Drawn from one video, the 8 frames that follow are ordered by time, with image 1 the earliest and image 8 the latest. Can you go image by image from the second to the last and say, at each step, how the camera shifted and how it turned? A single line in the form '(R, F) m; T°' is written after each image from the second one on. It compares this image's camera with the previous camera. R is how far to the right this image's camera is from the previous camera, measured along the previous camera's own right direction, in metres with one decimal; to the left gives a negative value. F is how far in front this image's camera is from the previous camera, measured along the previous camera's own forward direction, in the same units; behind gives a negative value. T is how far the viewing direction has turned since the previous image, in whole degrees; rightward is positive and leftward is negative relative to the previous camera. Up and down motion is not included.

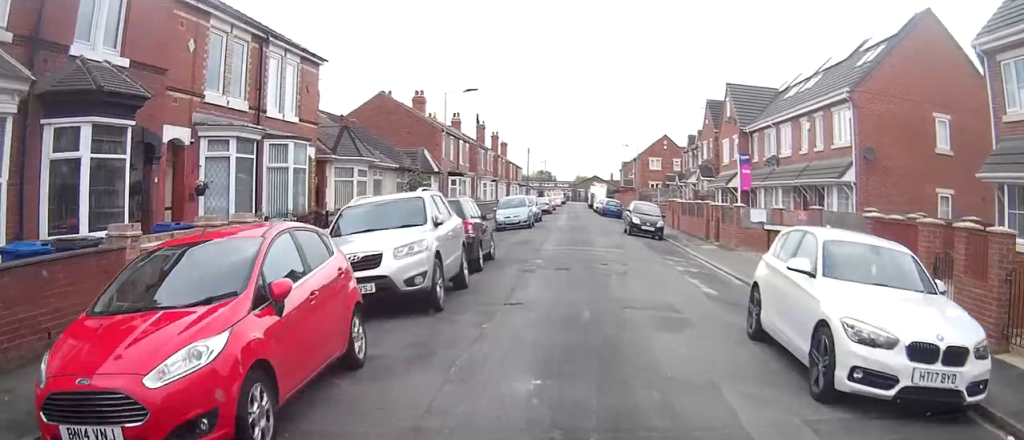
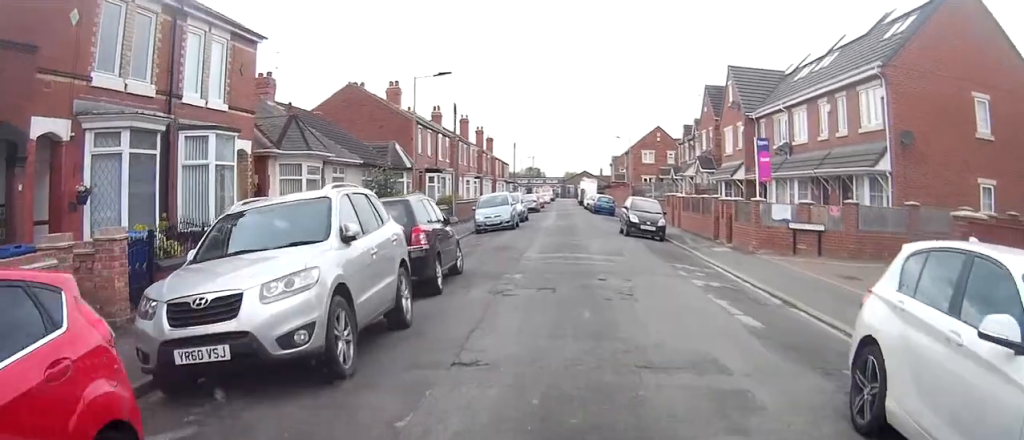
(-0.1, +4.0) m; 0°
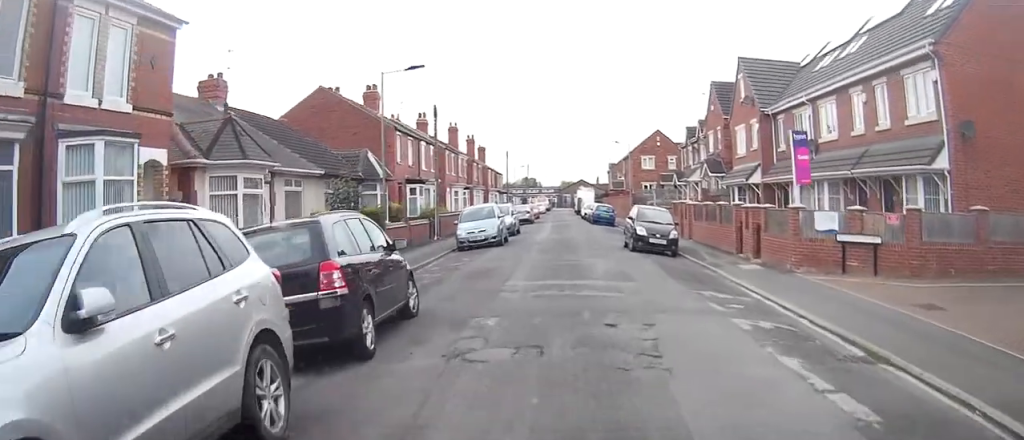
(-0.1, +4.2) m; 0°
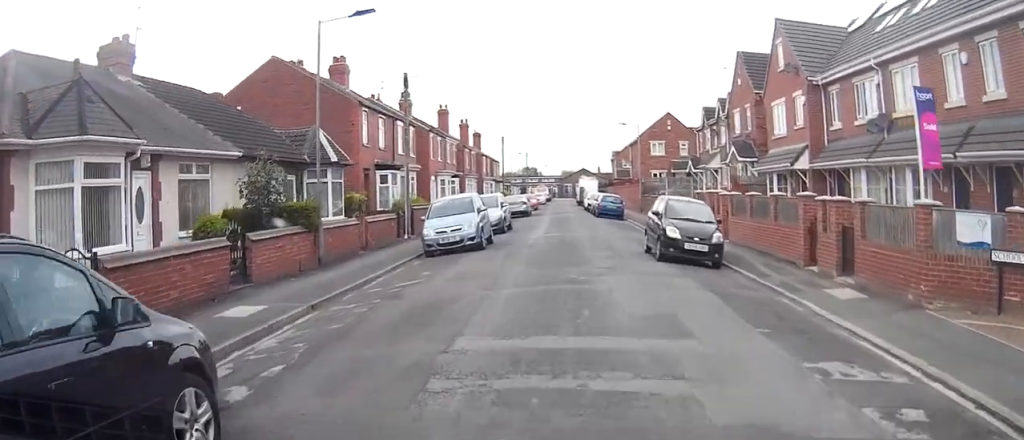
(+0.1, +6.6) m; +1°
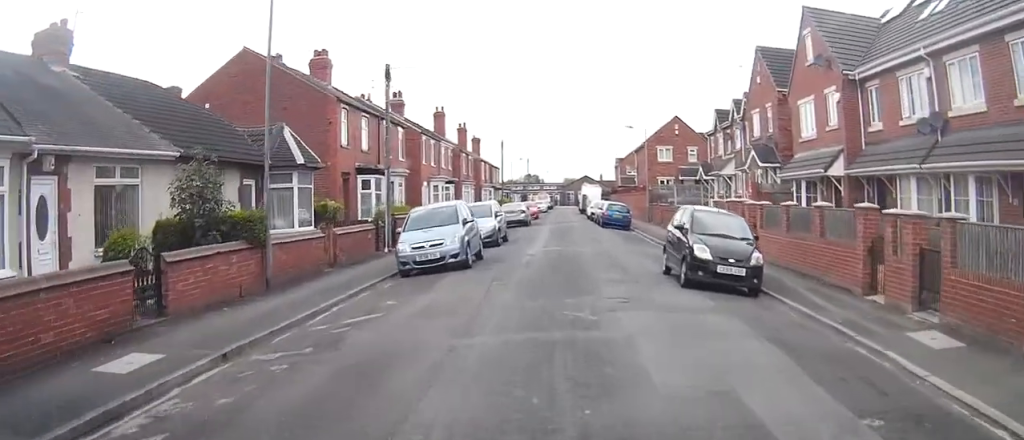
(0.0, +3.3) m; 0°
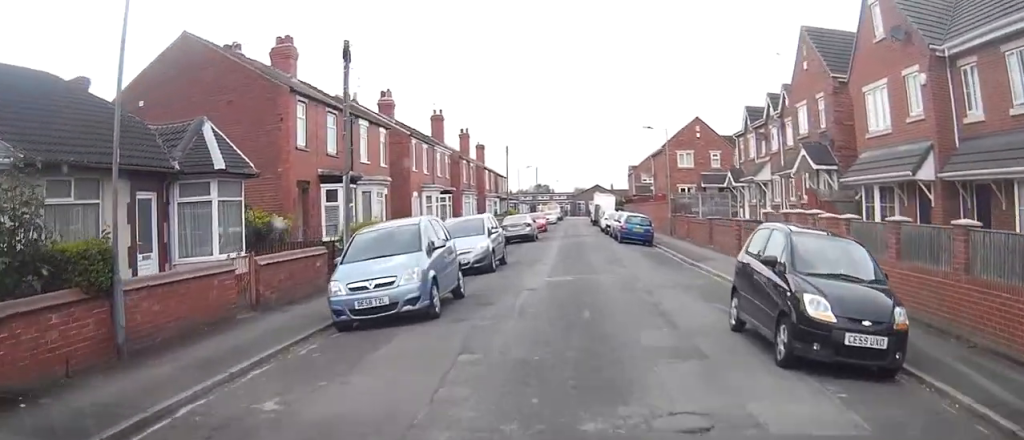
(0.0, +5.7) m; -1°
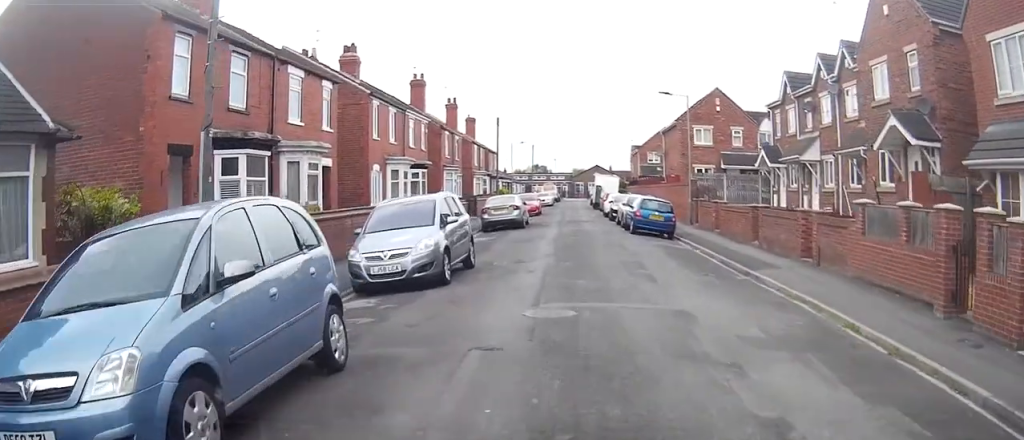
(-0.2, +7.8) m; -1°
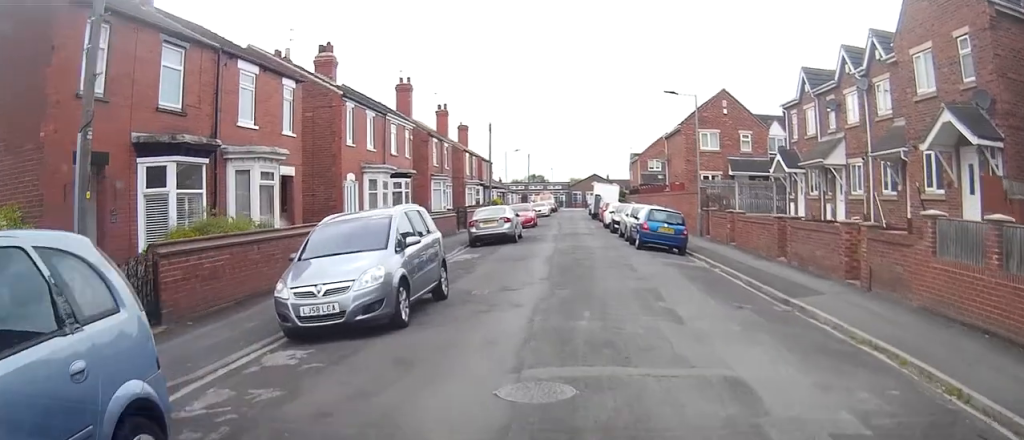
(+0.1, +3.3) m; +1°
